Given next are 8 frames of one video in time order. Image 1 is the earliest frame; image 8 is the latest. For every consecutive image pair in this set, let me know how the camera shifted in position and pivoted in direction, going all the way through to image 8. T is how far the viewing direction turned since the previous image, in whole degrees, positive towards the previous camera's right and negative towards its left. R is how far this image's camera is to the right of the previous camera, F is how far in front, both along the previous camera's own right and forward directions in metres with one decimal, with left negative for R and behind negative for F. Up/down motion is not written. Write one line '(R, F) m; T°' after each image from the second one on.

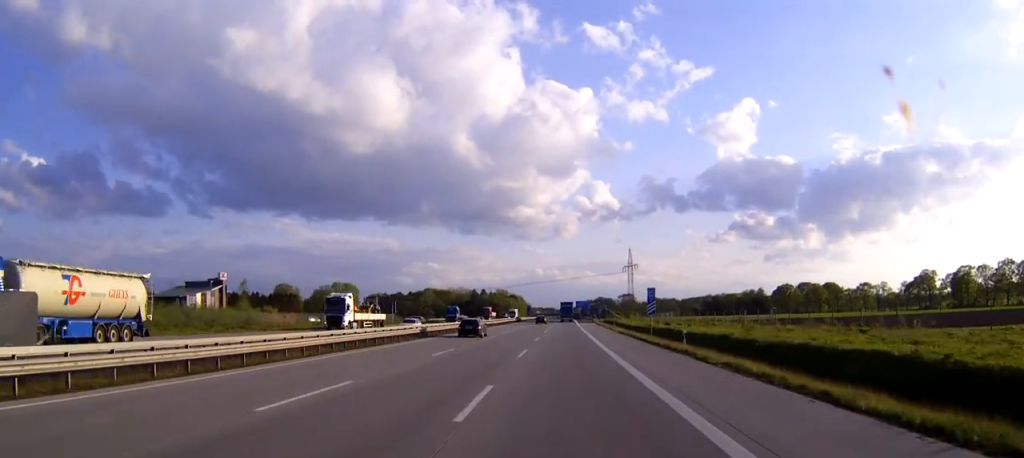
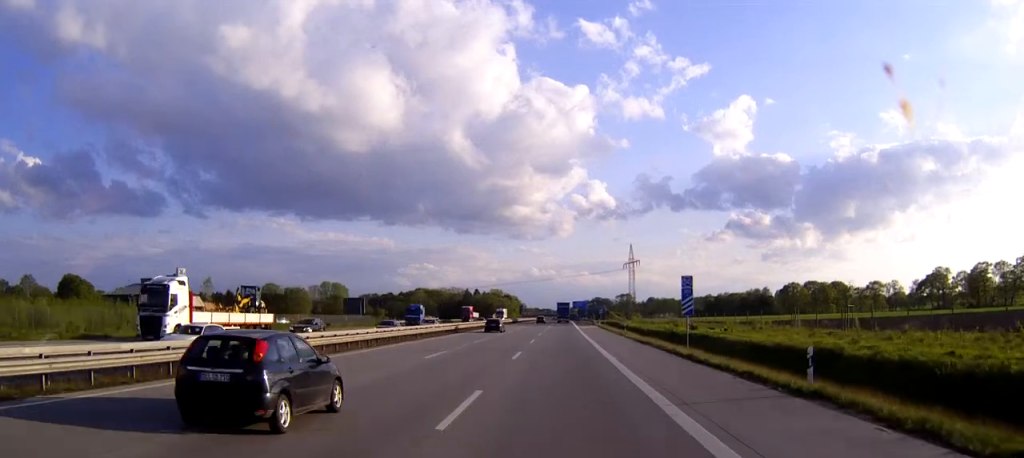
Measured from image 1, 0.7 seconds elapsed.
(+0.1, +18.8) m; 0°
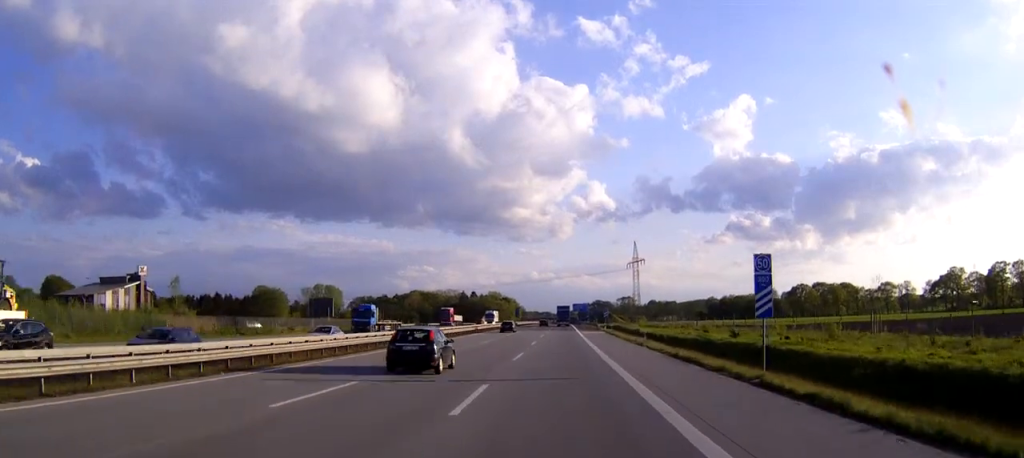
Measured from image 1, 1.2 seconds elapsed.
(+0.1, +16.0) m; 0°
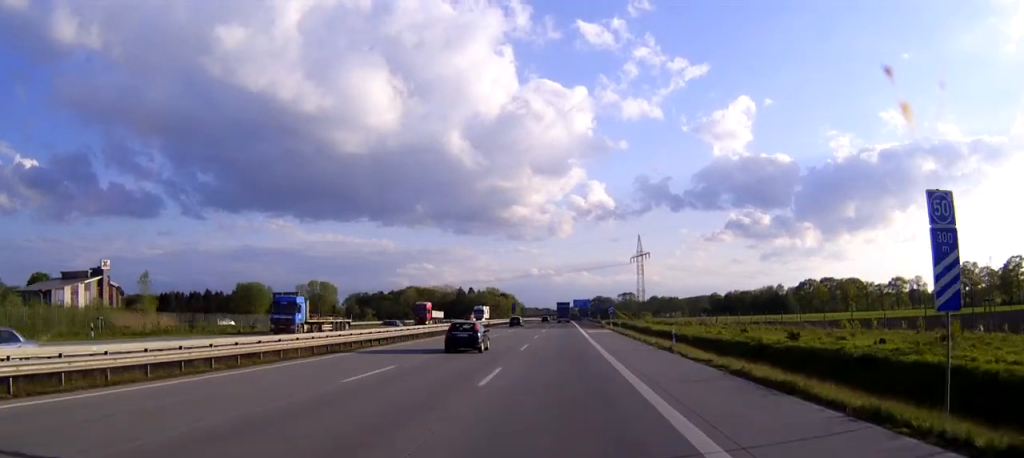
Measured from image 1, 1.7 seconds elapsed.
(0.0, +13.2) m; 0°
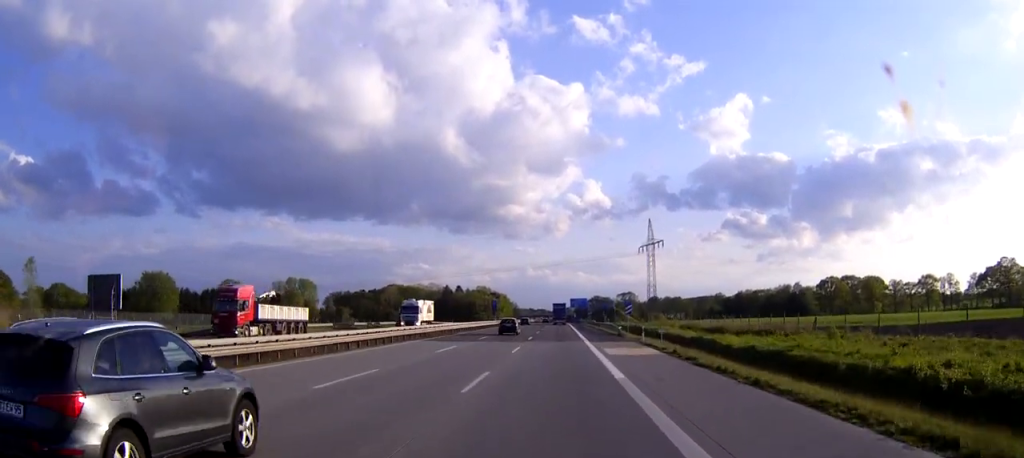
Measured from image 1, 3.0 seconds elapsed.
(+0.1, +37.6) m; 0°
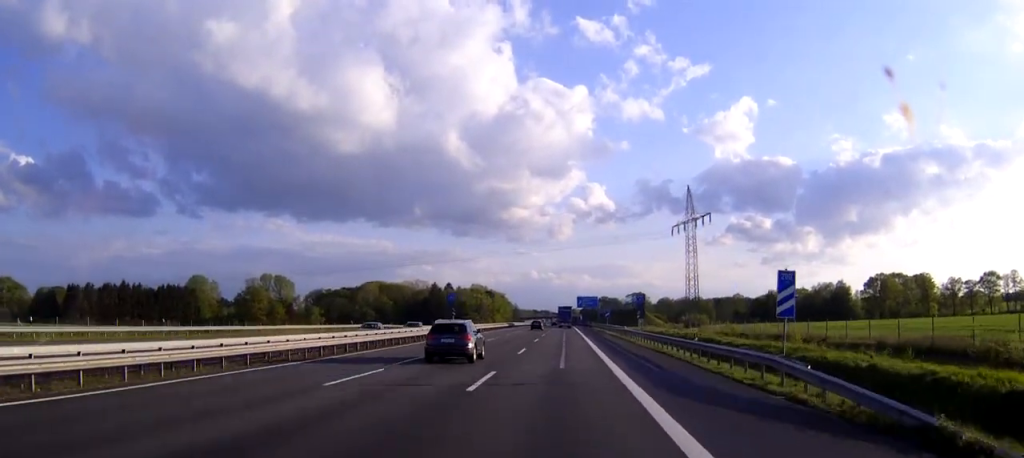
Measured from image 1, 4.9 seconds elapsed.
(0.0, +53.6) m; 0°
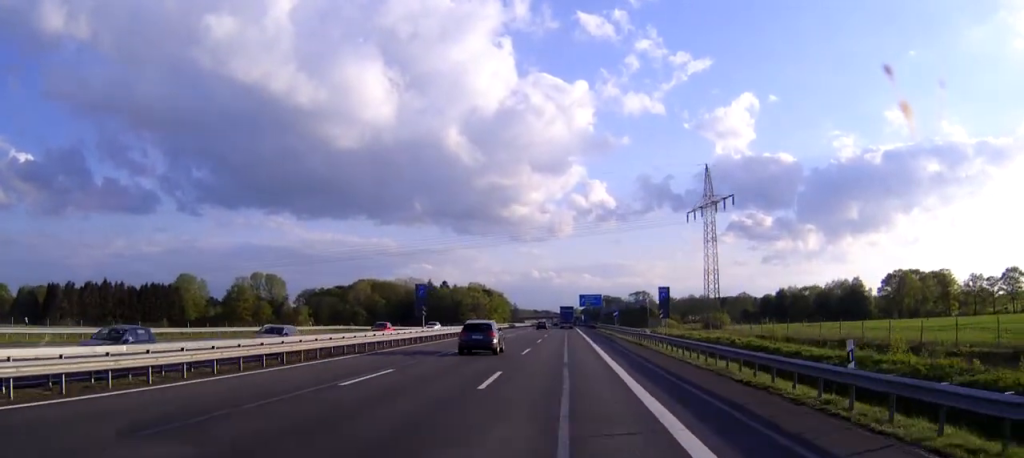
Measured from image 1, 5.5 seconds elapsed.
(0.0, +16.9) m; 0°
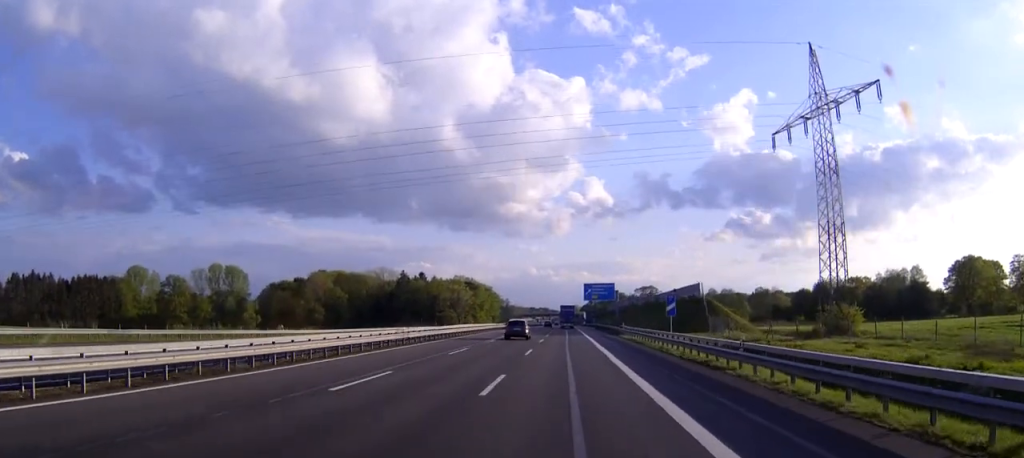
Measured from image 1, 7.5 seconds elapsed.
(+0.1, +55.4) m; 0°
